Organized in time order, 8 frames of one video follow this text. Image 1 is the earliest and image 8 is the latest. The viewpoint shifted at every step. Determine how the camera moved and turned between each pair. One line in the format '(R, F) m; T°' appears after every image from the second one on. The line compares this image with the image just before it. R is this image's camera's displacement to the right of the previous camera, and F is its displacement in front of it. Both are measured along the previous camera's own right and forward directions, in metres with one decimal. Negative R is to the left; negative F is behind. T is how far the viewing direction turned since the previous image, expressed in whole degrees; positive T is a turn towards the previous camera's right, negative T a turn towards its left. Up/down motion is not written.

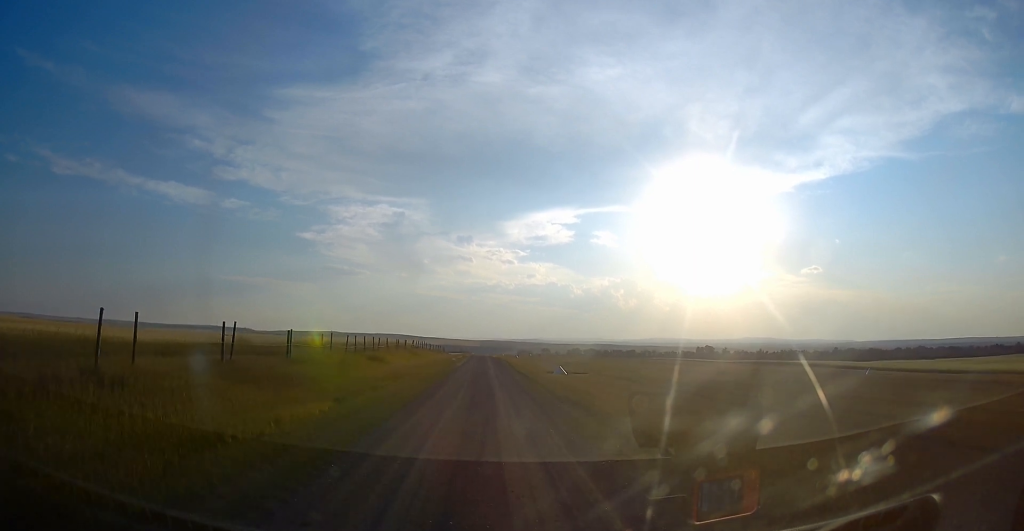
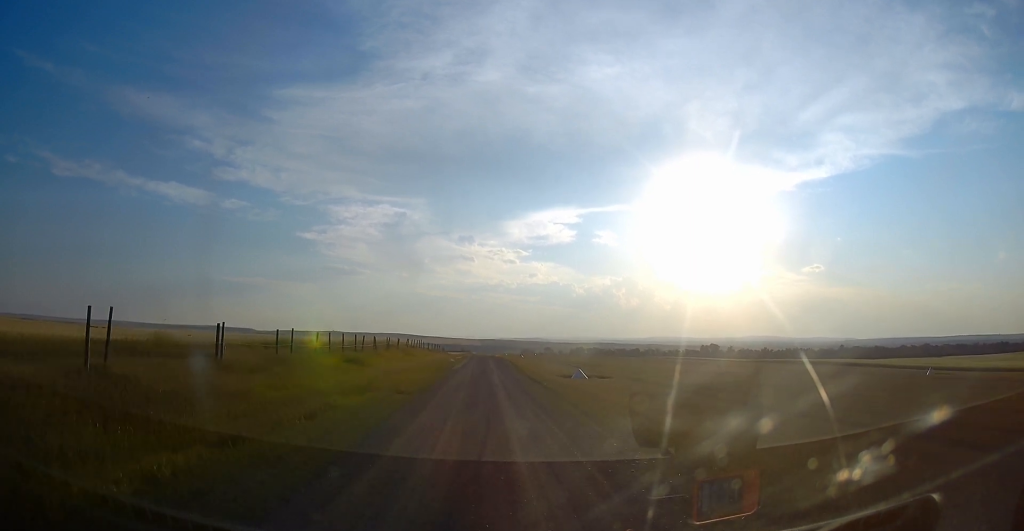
(0.0, +7.7) m; 0°
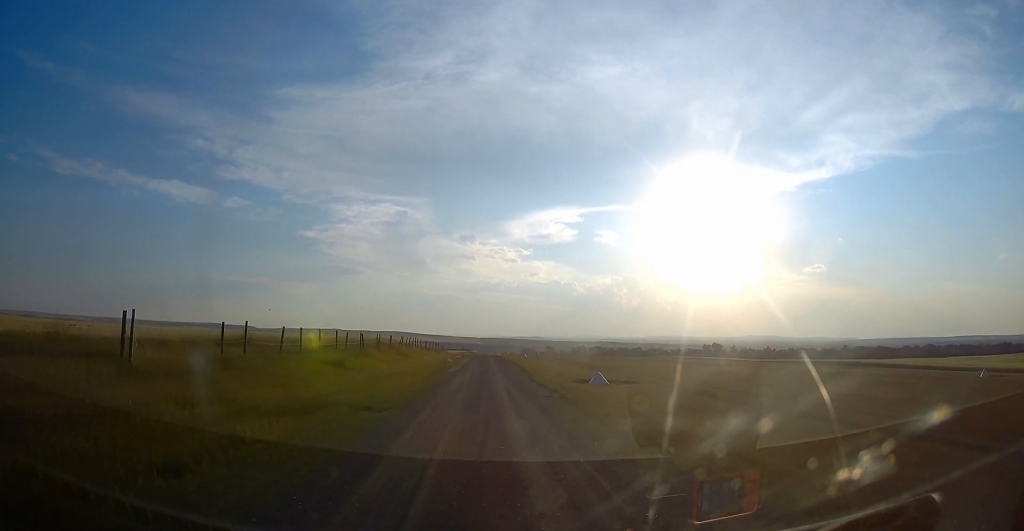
(0.0, +5.7) m; 0°
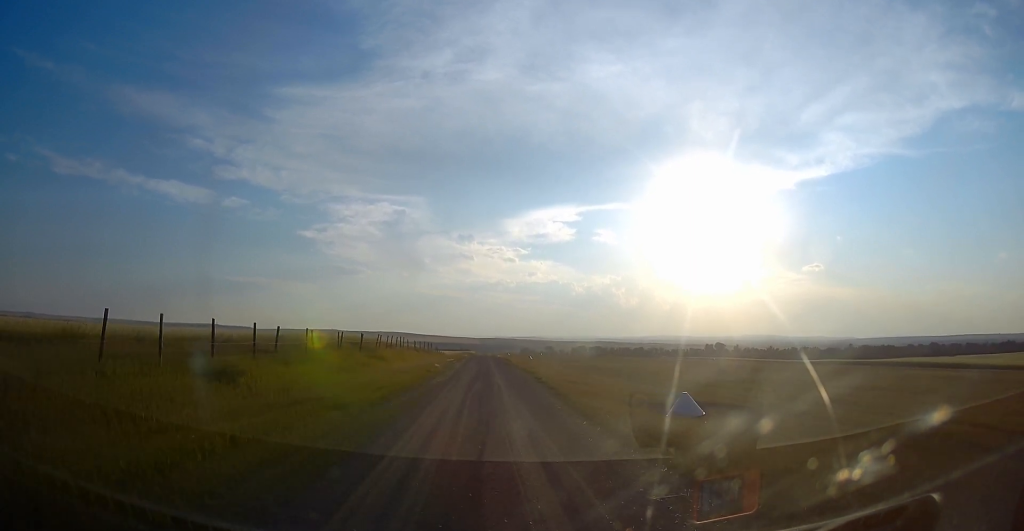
(0.0, +12.9) m; 0°
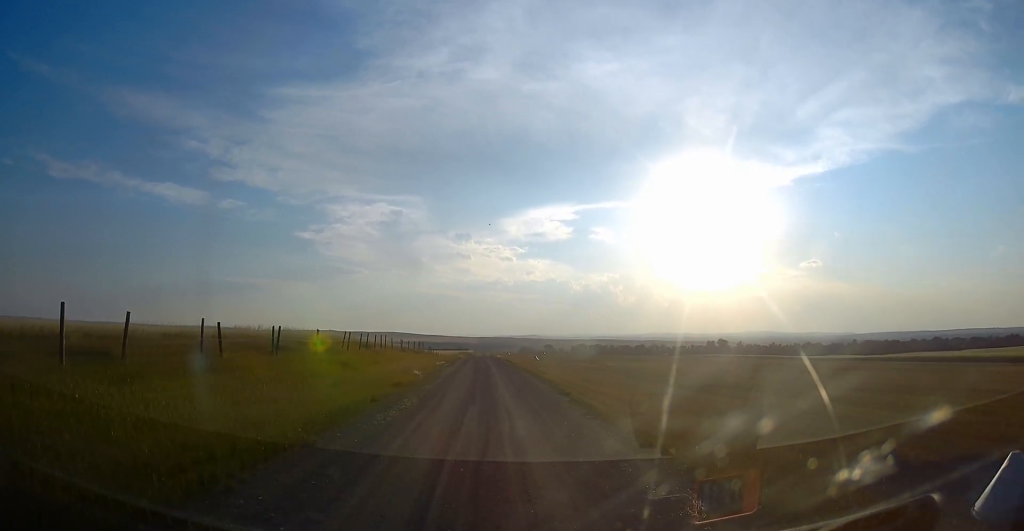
(0.0, +11.2) m; 0°
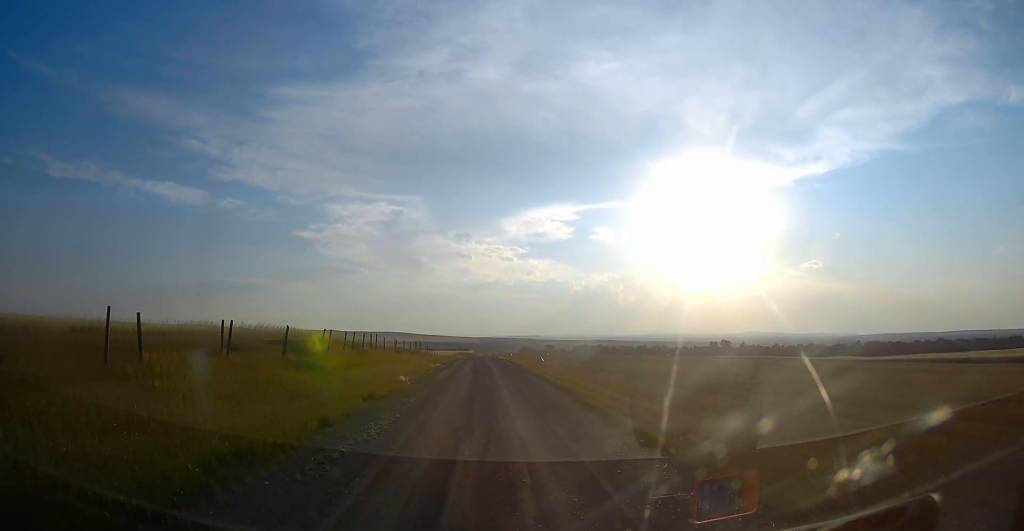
(0.0, +5.2) m; 0°
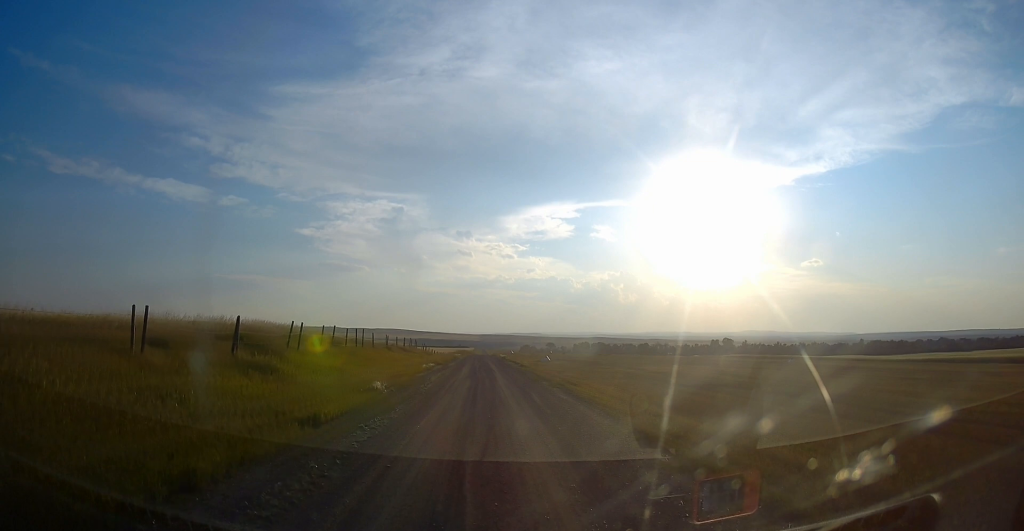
(0.0, +5.6) m; 0°
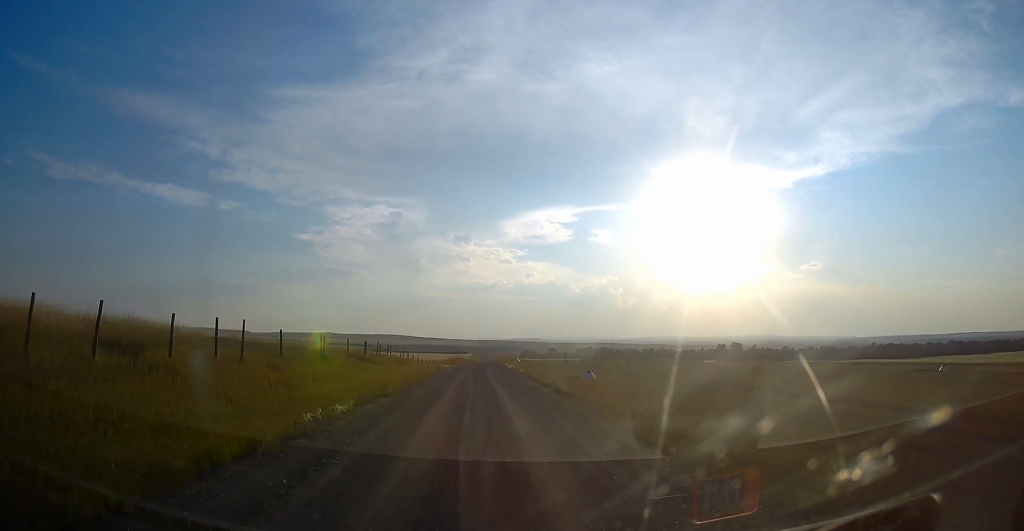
(0.0, +22.9) m; +2°
